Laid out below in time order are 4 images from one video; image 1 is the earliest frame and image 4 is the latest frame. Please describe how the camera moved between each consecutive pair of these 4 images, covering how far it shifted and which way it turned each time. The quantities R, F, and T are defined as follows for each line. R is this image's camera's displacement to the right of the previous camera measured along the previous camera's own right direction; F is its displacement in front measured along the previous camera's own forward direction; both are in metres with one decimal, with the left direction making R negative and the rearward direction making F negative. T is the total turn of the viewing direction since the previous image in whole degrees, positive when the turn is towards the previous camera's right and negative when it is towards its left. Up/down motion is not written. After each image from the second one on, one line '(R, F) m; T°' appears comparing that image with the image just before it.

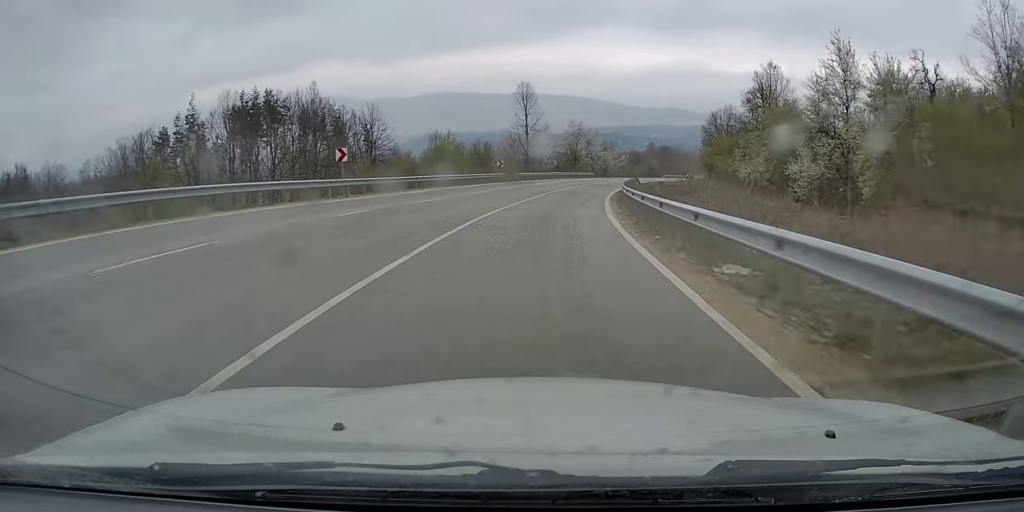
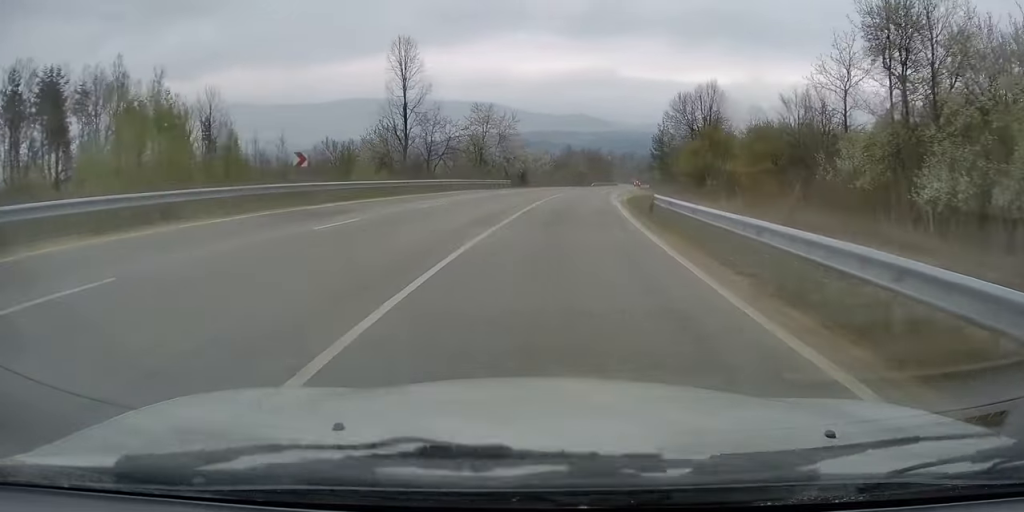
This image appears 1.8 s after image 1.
(+2.8, +37.7) m; +9°
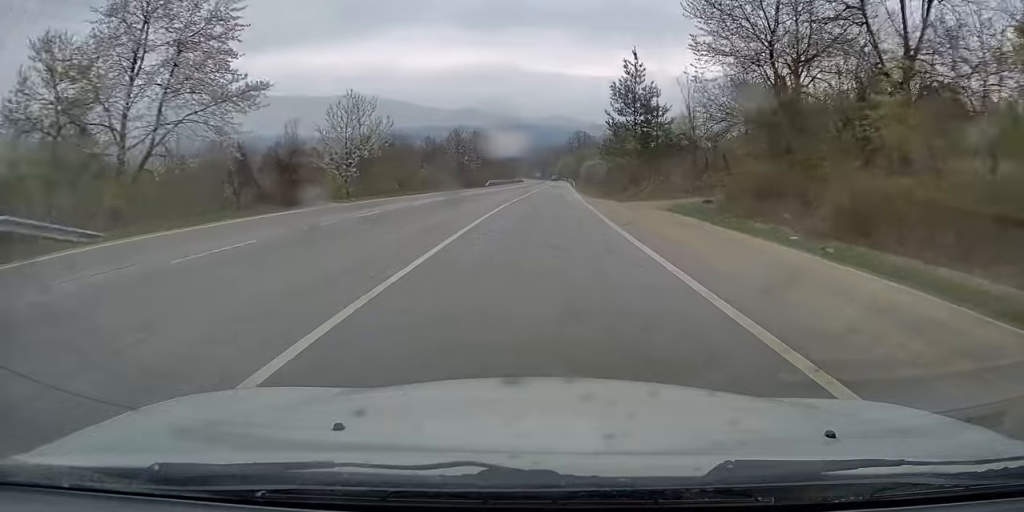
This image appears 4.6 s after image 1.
(+4.5, +57.0) m; +7°
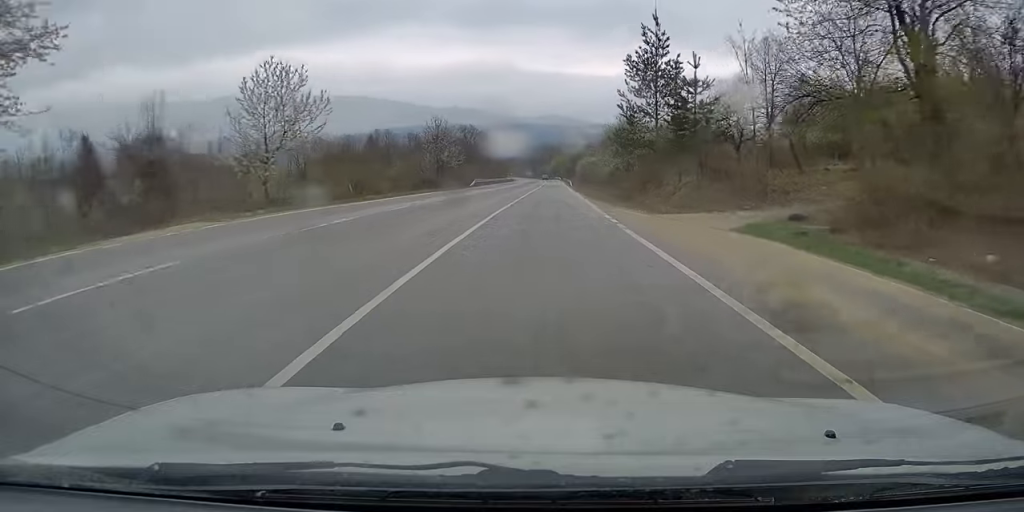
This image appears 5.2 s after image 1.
(+0.1, +11.7) m; 0°
